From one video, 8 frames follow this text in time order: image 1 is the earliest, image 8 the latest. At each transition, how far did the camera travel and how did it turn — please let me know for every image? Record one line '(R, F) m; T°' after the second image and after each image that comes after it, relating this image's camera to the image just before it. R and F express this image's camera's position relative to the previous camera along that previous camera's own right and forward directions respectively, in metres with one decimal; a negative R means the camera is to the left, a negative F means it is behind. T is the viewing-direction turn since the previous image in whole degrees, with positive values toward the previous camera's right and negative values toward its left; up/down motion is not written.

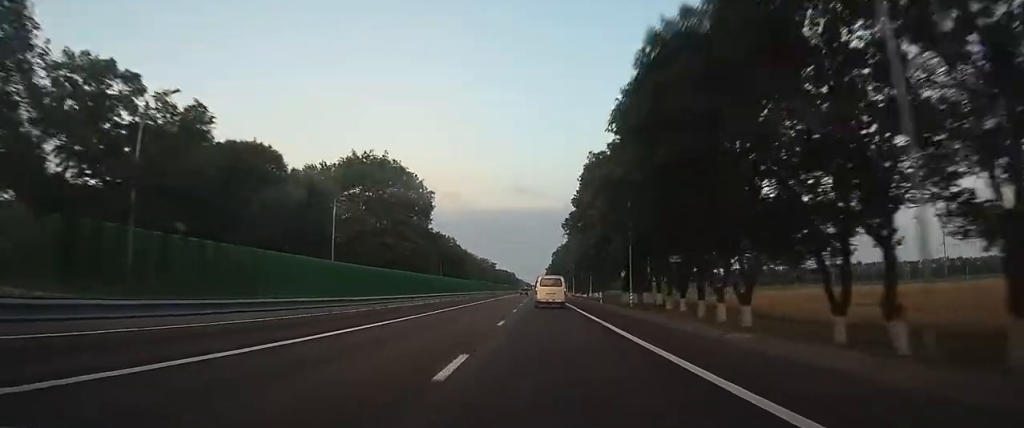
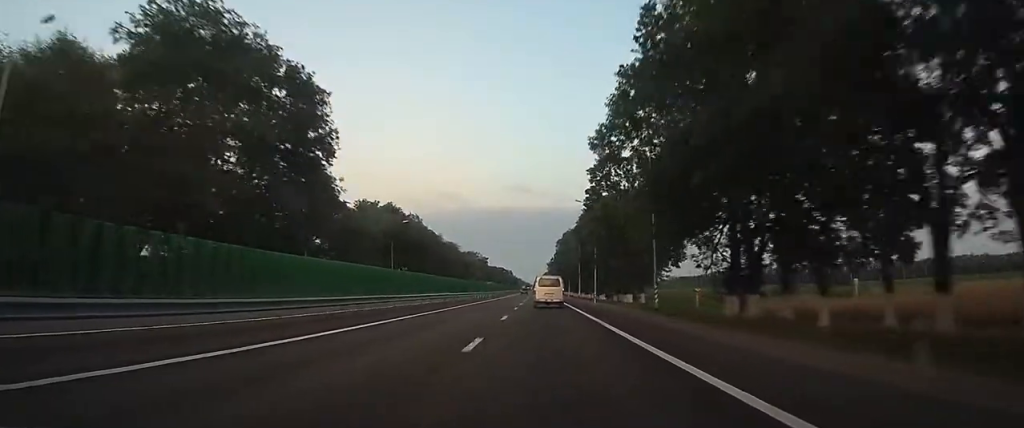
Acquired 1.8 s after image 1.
(-0.1, +44.5) m; 0°
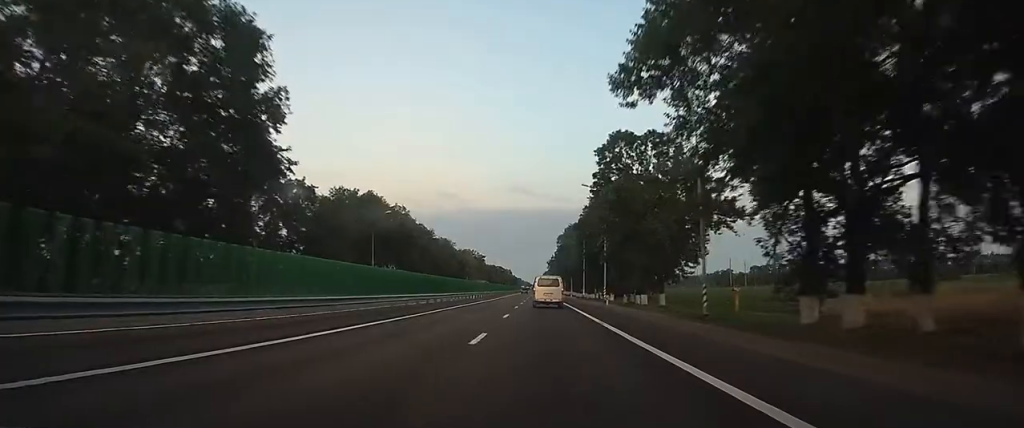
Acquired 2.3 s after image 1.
(0.0, +10.6) m; 0°
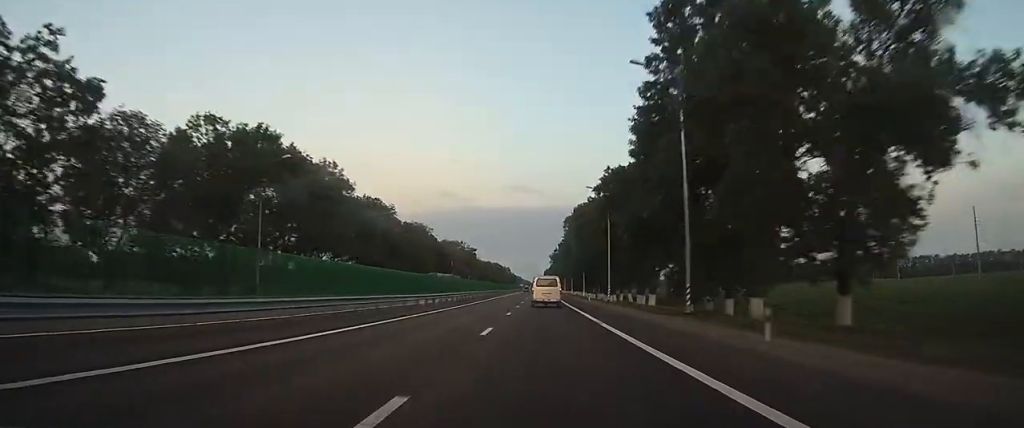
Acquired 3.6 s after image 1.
(+0.1, +33.5) m; 0°
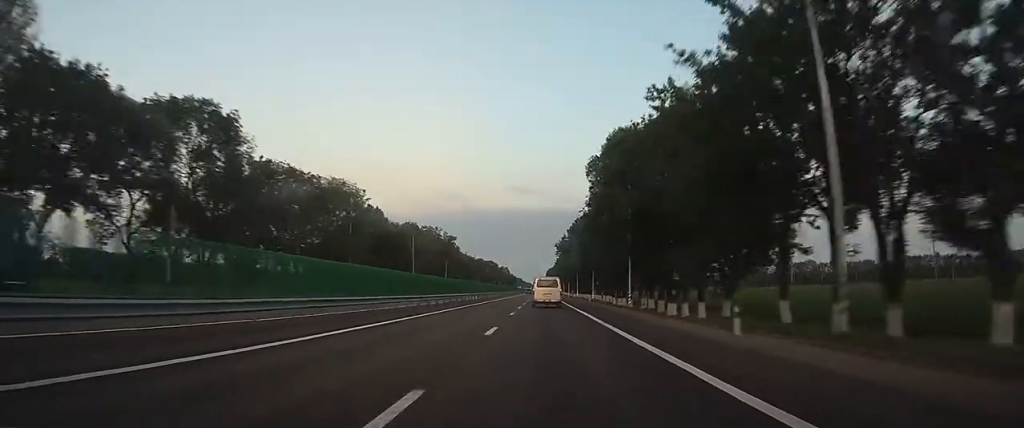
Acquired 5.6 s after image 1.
(-0.1, +47.9) m; 0°
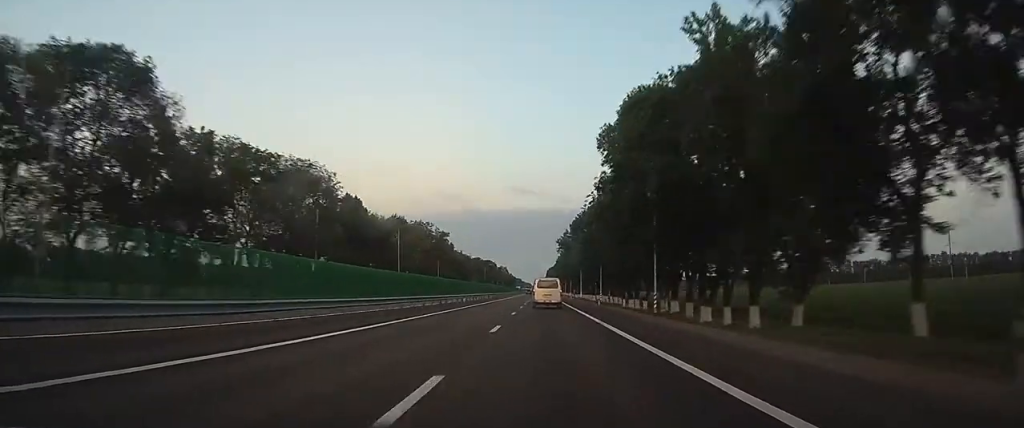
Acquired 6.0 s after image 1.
(0.0, +10.8) m; 0°
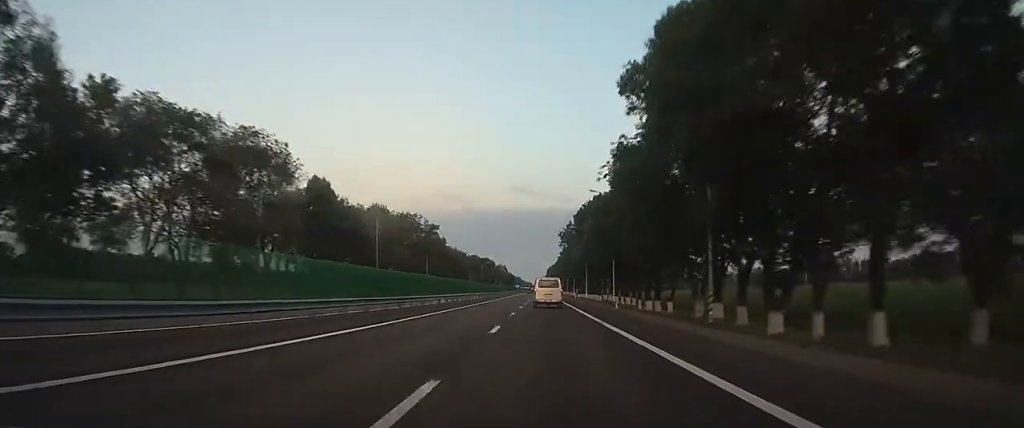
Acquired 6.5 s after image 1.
(0.0, +12.5) m; 0°
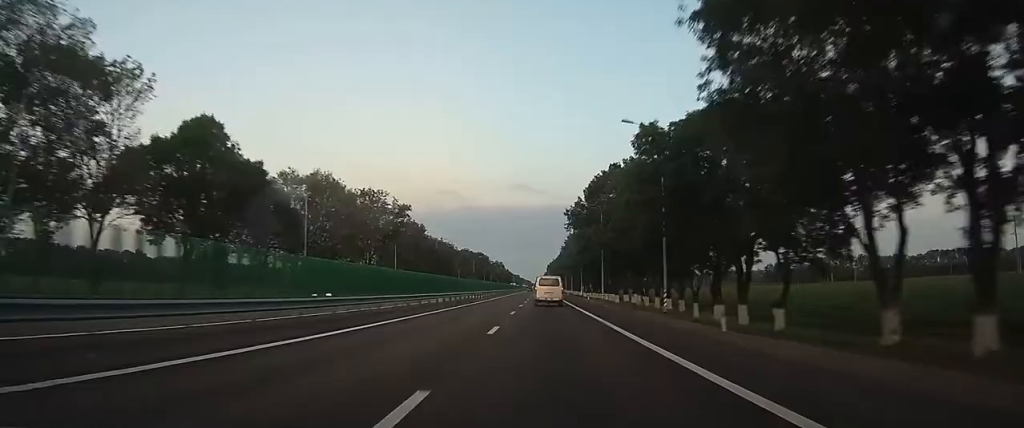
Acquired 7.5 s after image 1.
(0.0, +24.9) m; 0°
